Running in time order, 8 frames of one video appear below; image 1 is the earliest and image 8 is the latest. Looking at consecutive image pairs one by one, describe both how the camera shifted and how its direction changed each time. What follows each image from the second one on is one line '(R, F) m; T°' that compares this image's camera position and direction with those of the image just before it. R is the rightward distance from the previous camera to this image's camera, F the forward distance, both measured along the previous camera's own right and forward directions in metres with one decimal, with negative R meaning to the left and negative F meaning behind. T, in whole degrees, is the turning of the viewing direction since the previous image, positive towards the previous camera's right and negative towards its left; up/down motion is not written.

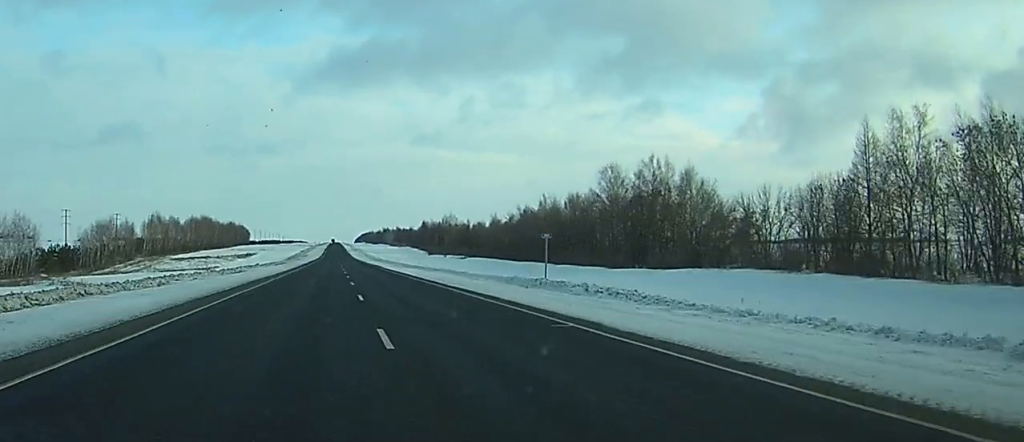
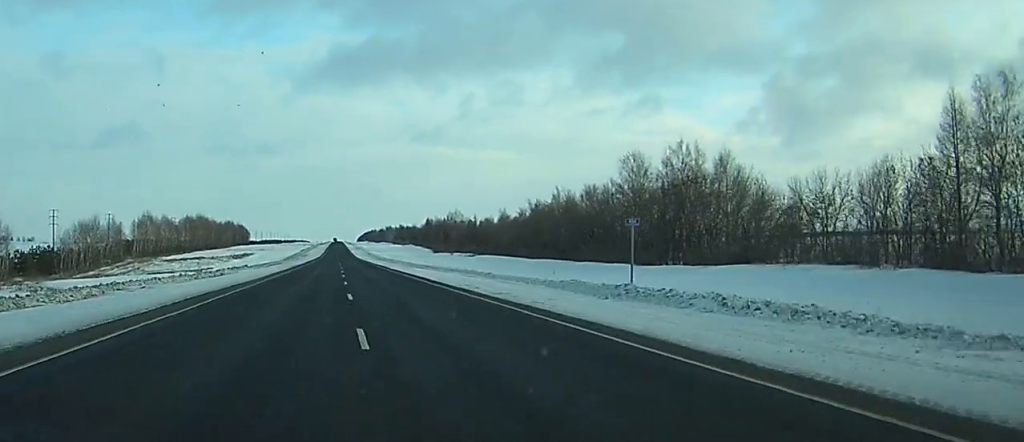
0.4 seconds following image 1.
(0.0, +12.1) m; 0°
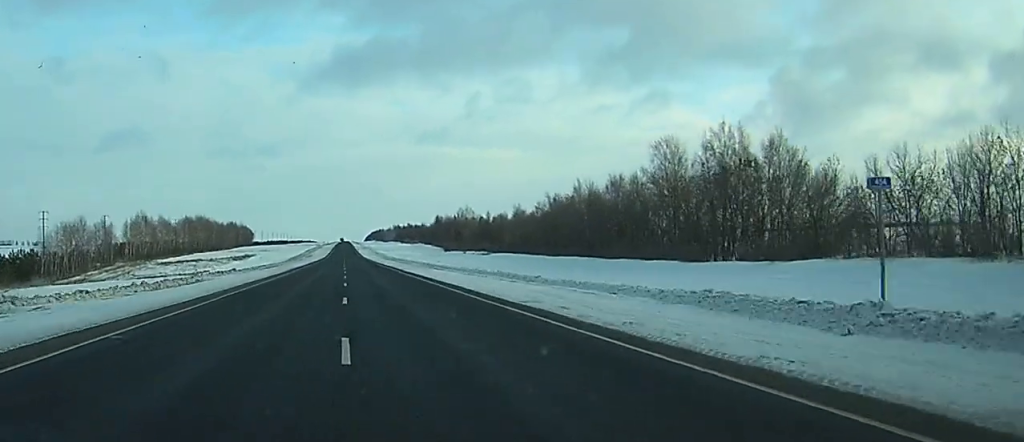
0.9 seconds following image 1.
(0.0, +13.2) m; 0°
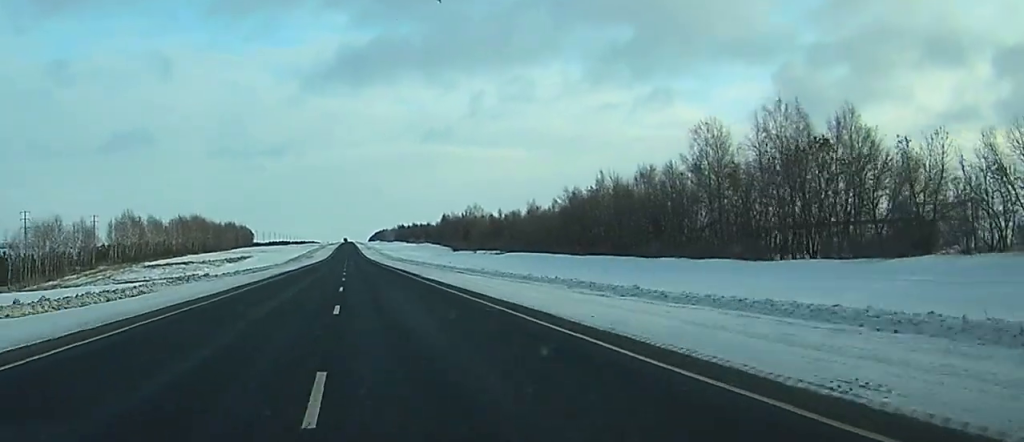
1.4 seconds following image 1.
(0.0, +15.1) m; 0°
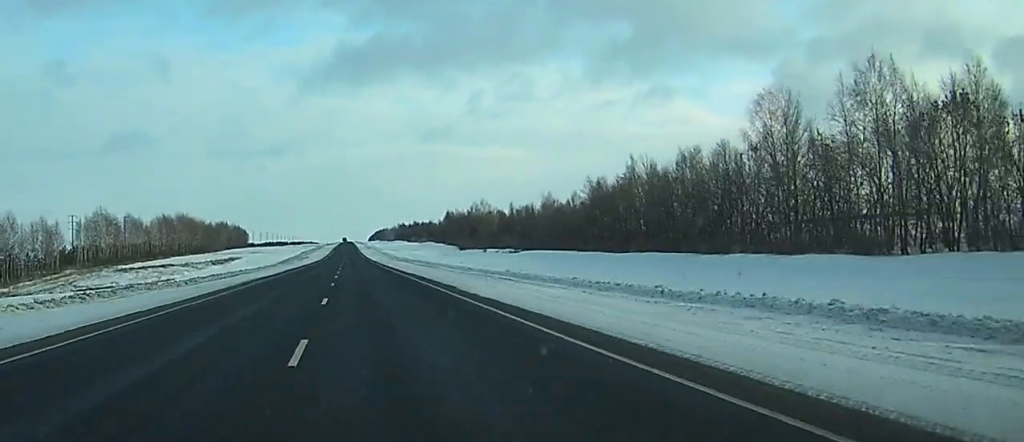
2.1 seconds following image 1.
(0.0, +20.0) m; 0°
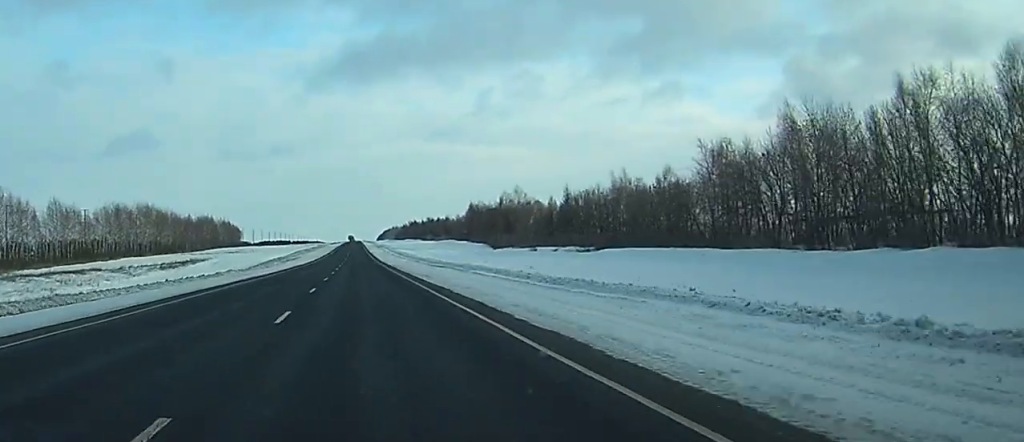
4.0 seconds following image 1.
(-0.2, +53.5) m; 0°
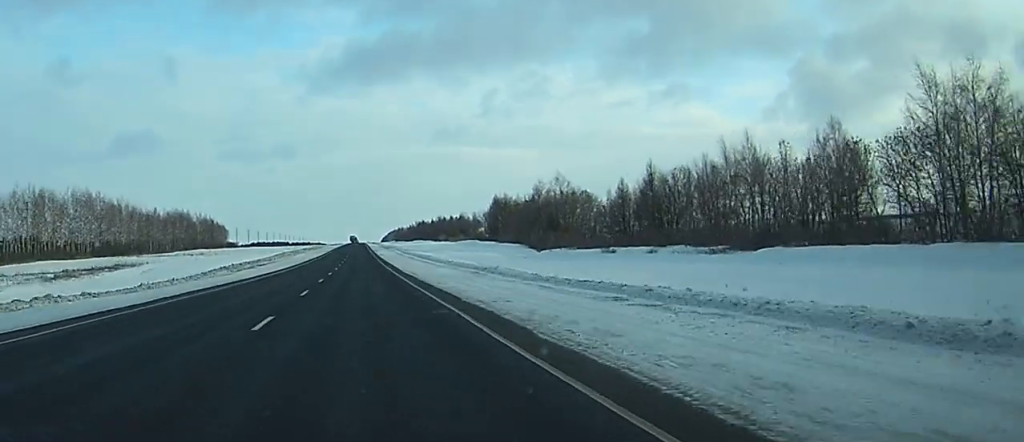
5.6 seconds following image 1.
(-0.1, +48.7) m; 0°
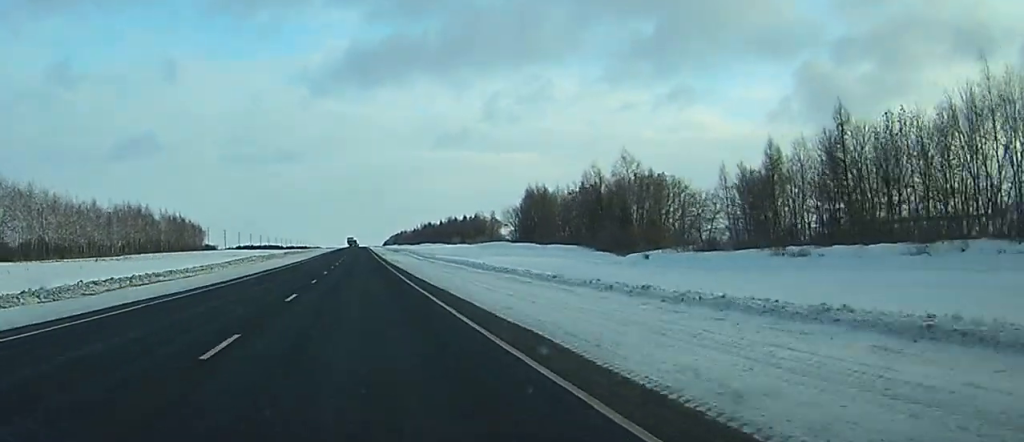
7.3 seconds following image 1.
(-0.1, +51.7) m; 0°
